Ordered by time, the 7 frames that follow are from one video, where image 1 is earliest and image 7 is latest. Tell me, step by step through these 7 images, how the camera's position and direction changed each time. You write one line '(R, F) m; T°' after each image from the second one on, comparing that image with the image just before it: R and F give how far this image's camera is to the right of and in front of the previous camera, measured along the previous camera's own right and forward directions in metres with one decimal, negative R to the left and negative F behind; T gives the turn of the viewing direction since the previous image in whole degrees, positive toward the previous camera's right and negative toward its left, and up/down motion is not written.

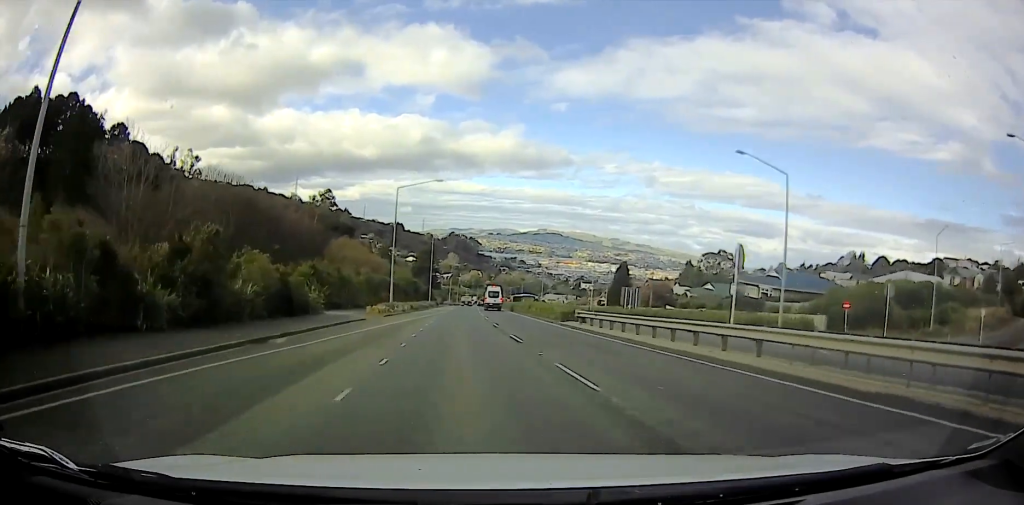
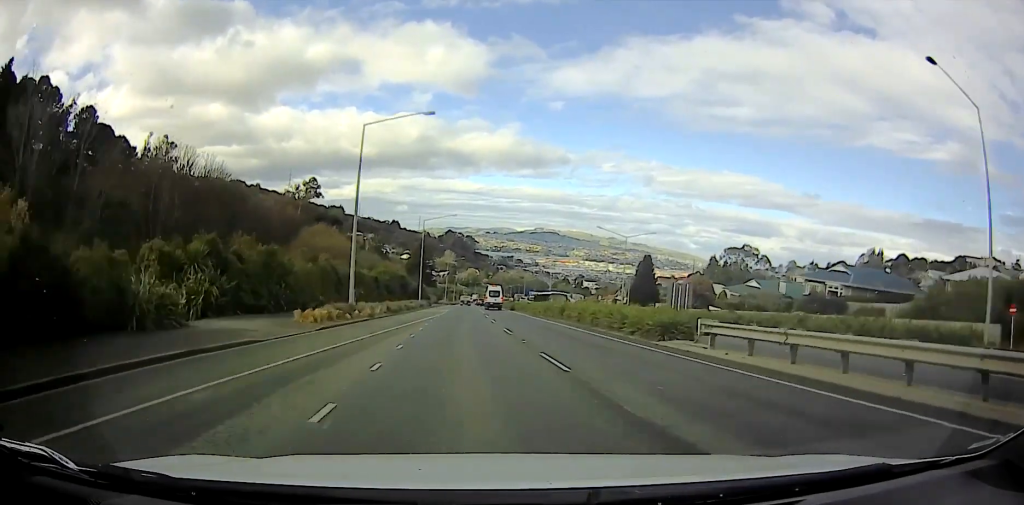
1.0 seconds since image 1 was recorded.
(0.0, +15.0) m; +1°
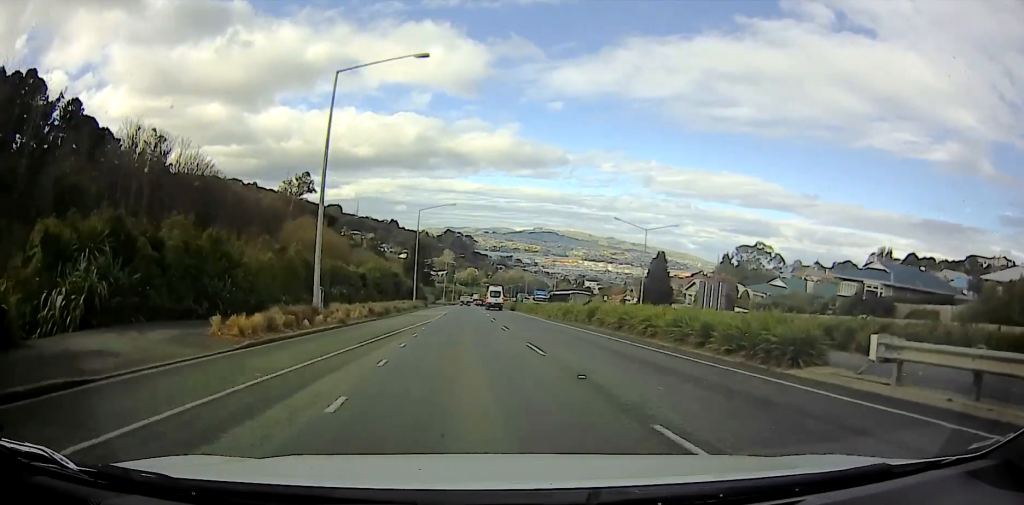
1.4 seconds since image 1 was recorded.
(+0.1, +6.9) m; 0°
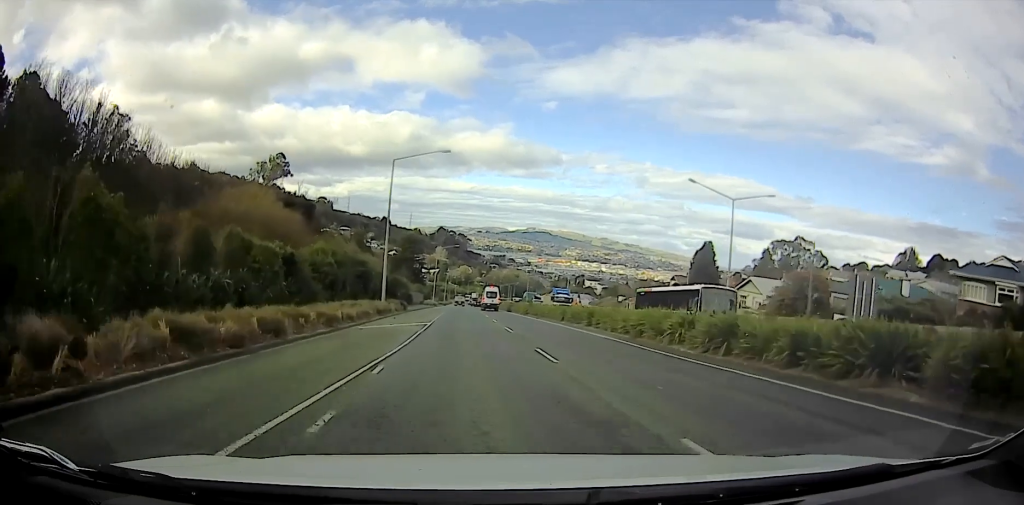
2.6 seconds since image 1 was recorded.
(+0.1, +20.1) m; +1°
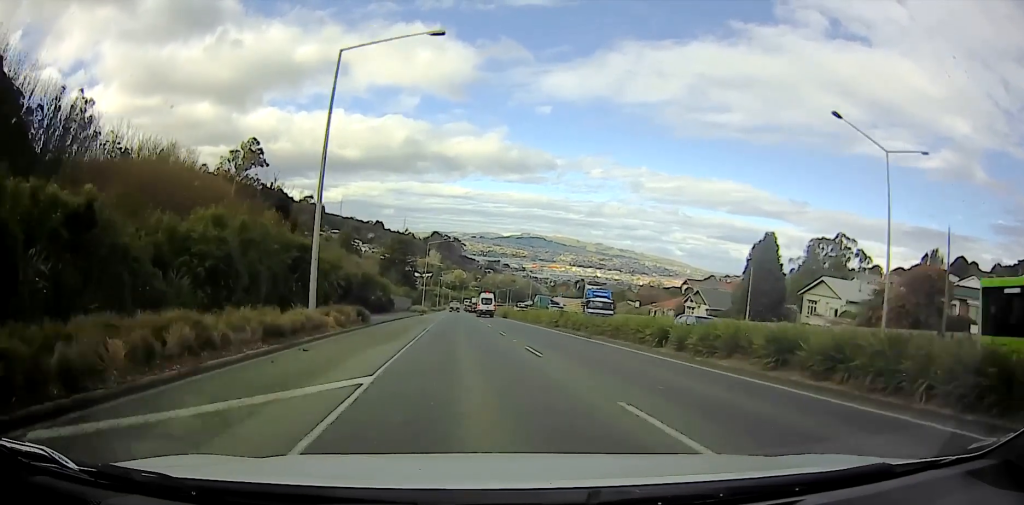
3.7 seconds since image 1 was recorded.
(+0.3, +17.5) m; 0°
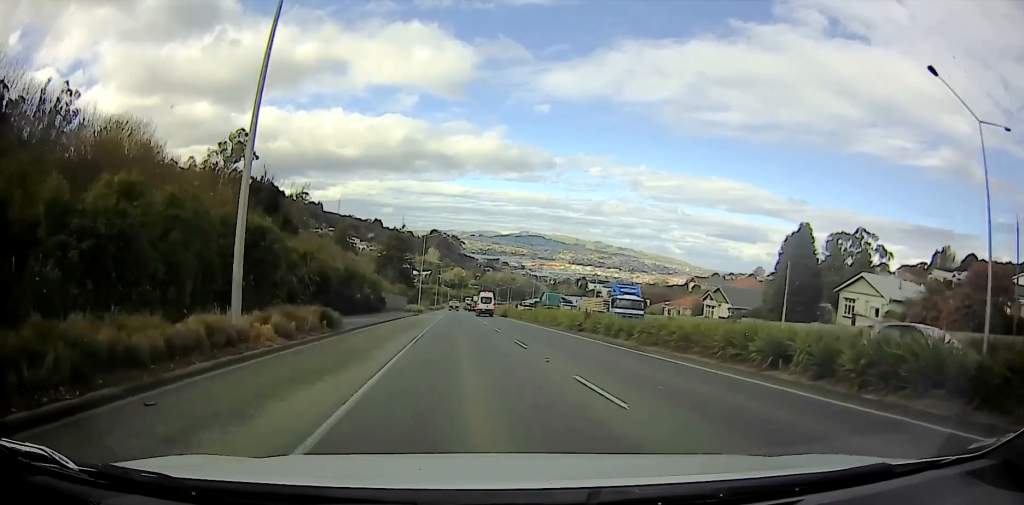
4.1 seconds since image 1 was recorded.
(0.0, +6.9) m; 0°
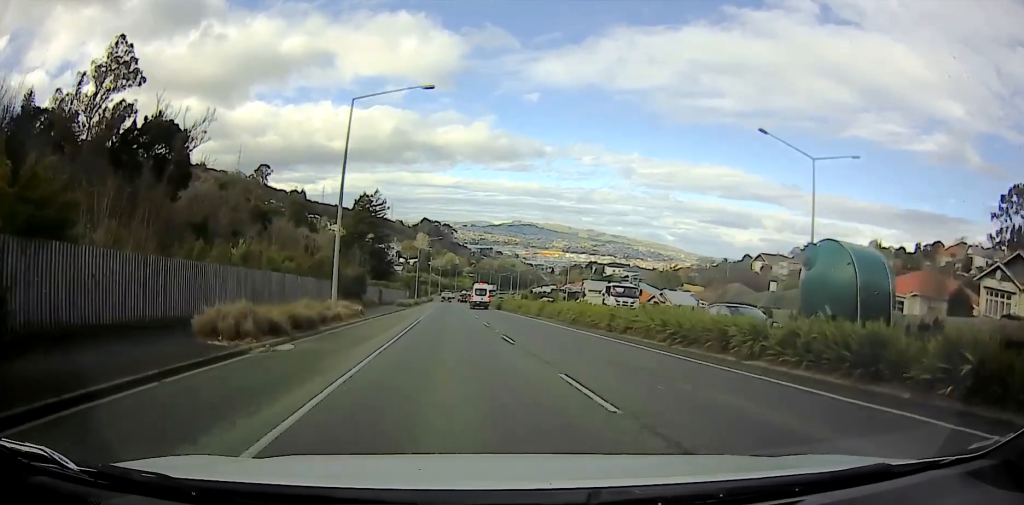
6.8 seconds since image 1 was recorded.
(+0.4, +48.4) m; +1°
